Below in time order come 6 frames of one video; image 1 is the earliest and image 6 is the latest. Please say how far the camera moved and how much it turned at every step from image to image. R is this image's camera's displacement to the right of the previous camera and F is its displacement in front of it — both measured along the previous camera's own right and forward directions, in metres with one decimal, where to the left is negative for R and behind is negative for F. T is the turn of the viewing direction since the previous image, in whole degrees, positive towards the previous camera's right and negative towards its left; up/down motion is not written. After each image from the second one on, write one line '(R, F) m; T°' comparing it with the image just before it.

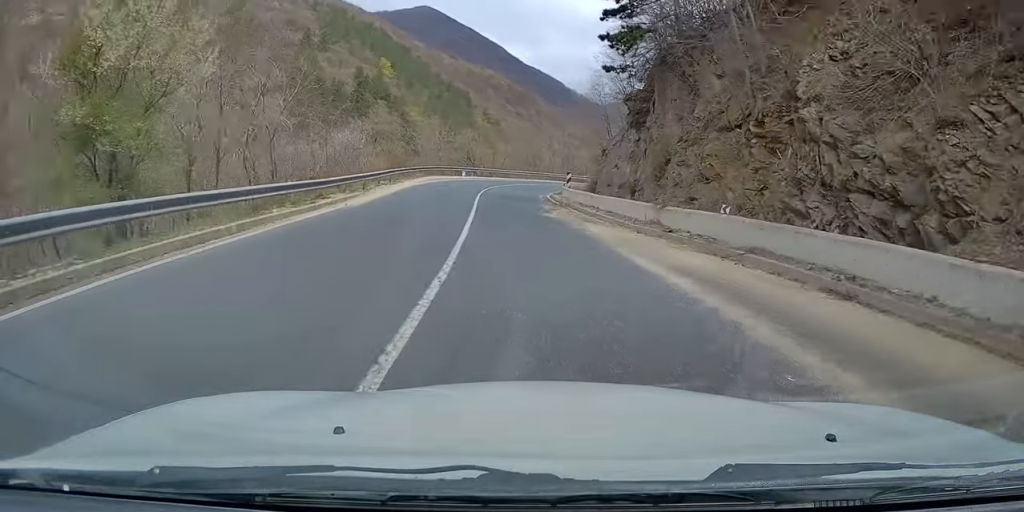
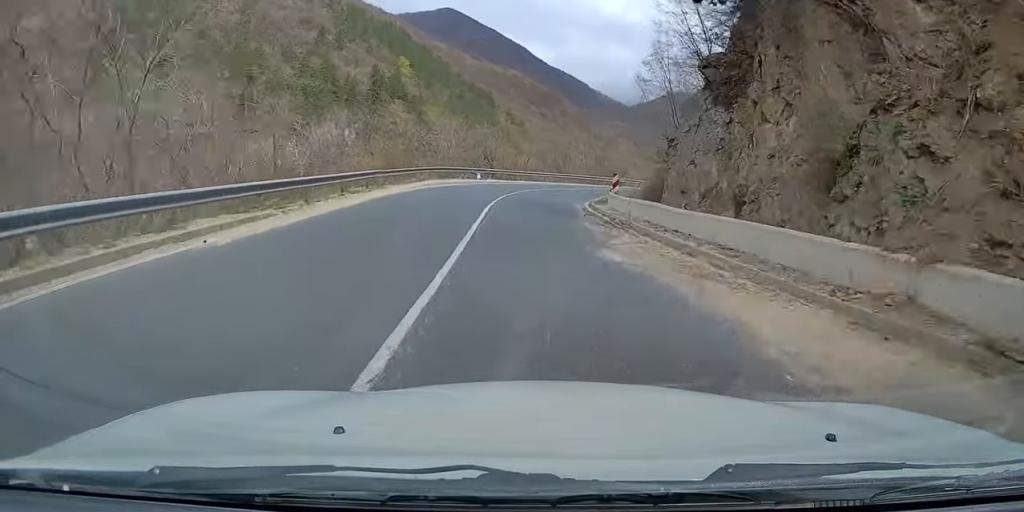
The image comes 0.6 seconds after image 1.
(+0.2, +10.3) m; +3°
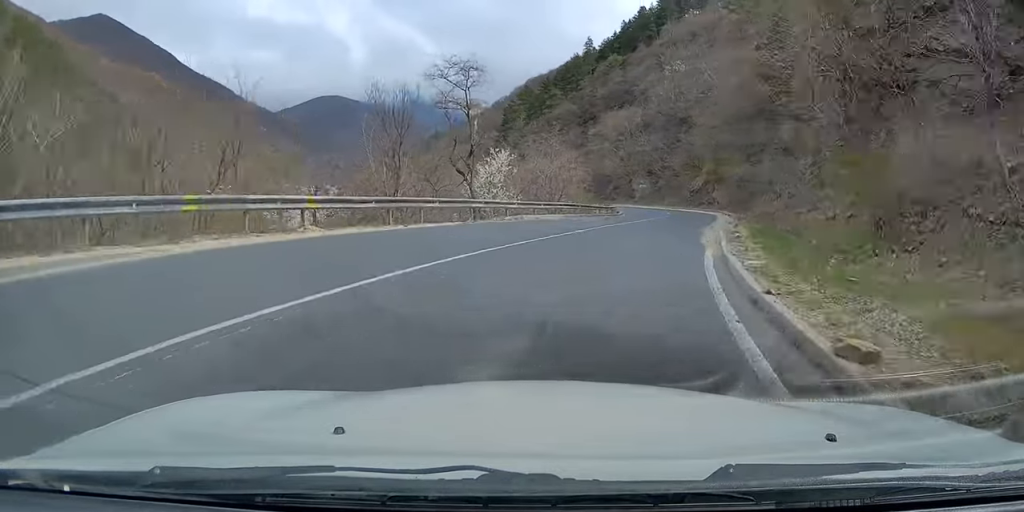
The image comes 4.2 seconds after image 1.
(+14.4, +47.7) m; +38°
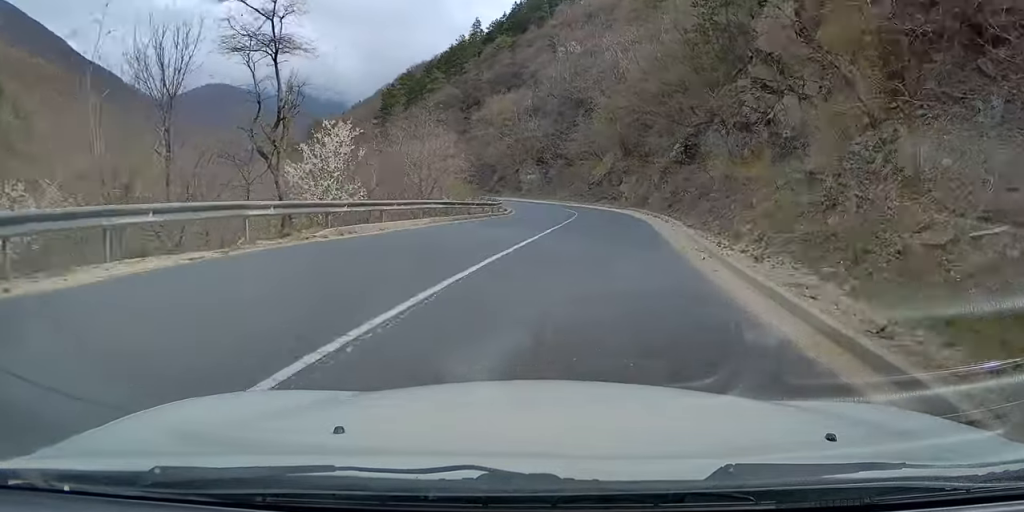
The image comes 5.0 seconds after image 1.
(+0.6, +11.5) m; +2°
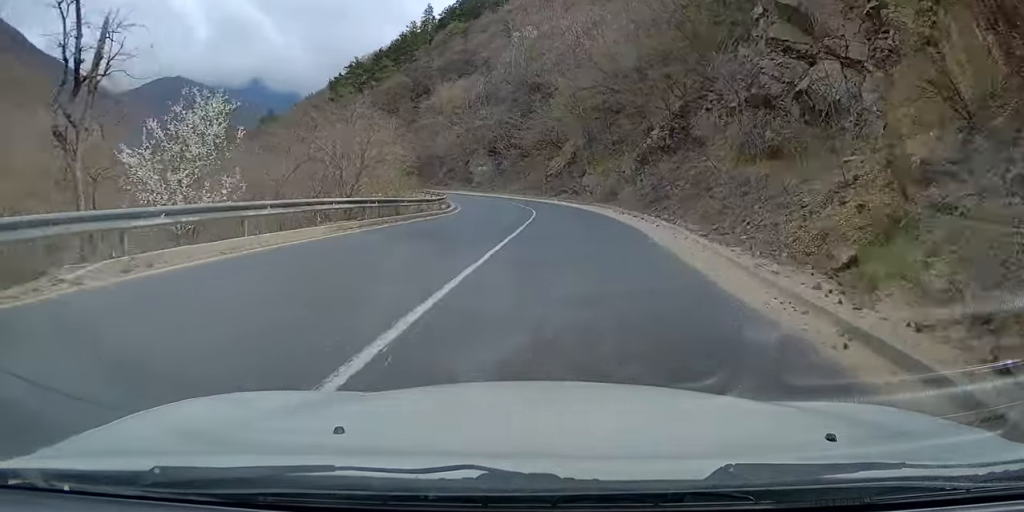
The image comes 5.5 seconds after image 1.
(+0.1, +7.3) m; 0°
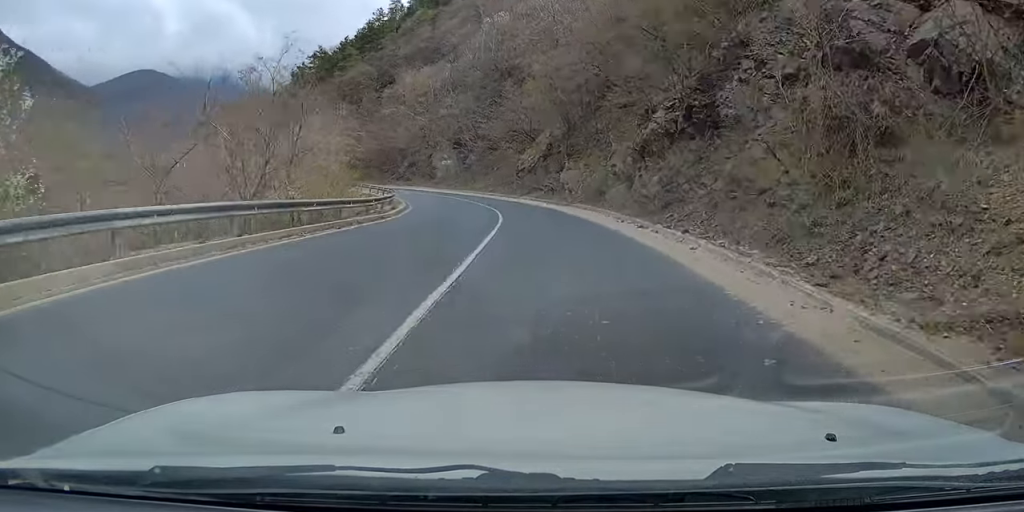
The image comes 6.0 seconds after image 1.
(0.0, +8.0) m; -2°
